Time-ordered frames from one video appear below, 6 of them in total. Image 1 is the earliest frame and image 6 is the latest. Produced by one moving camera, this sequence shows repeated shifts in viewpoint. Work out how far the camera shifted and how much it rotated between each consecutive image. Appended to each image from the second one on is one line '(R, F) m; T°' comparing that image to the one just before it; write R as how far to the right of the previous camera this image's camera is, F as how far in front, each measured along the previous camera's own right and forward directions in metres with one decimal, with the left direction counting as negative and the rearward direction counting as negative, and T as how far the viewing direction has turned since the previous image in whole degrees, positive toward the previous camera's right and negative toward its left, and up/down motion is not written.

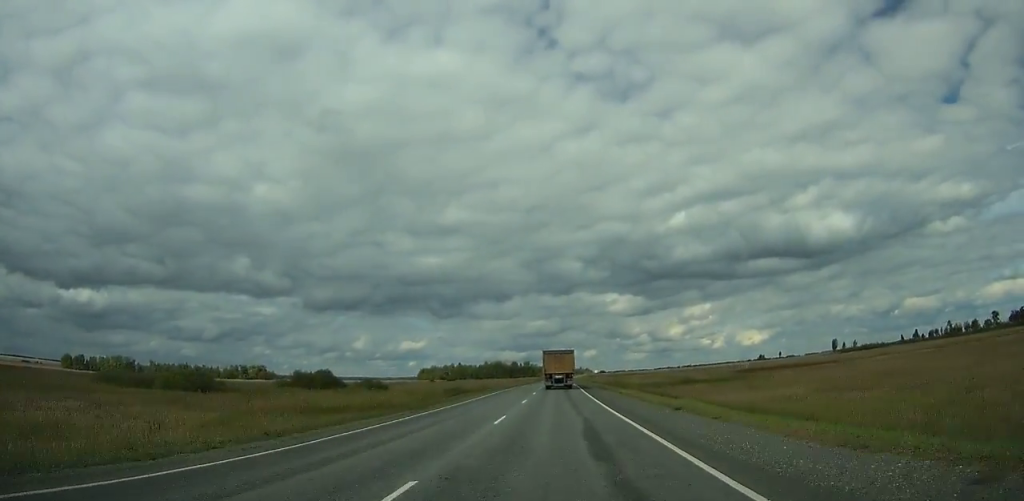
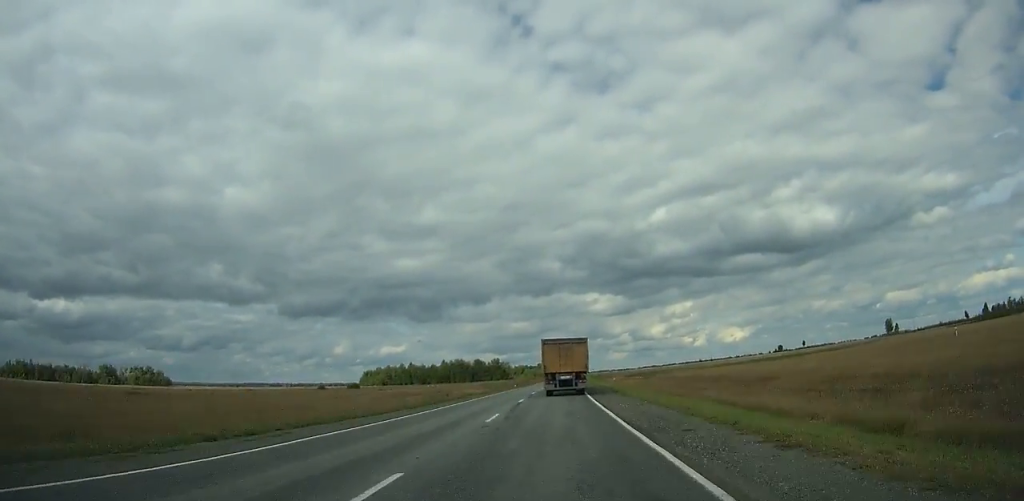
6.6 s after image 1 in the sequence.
(+2.2, +152.4) m; +2°
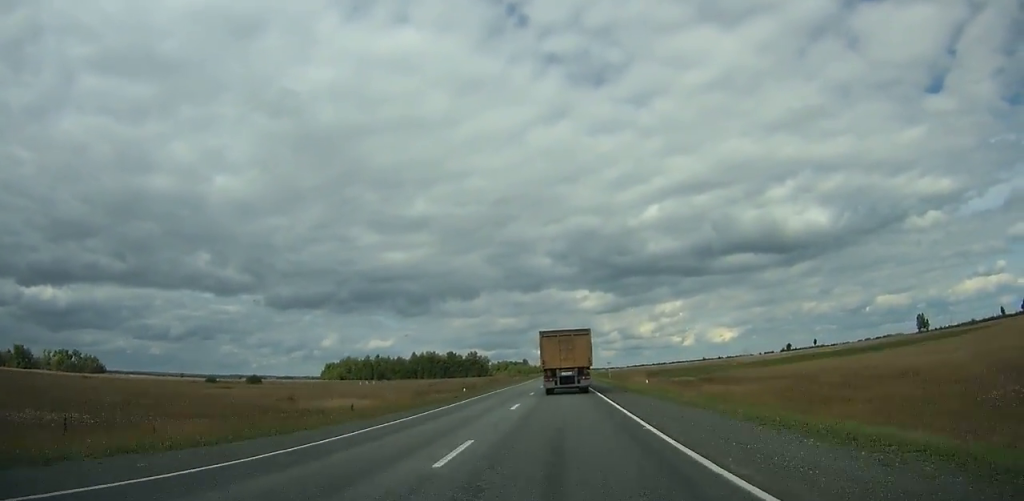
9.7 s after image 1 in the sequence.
(+0.6, +69.7) m; +1°
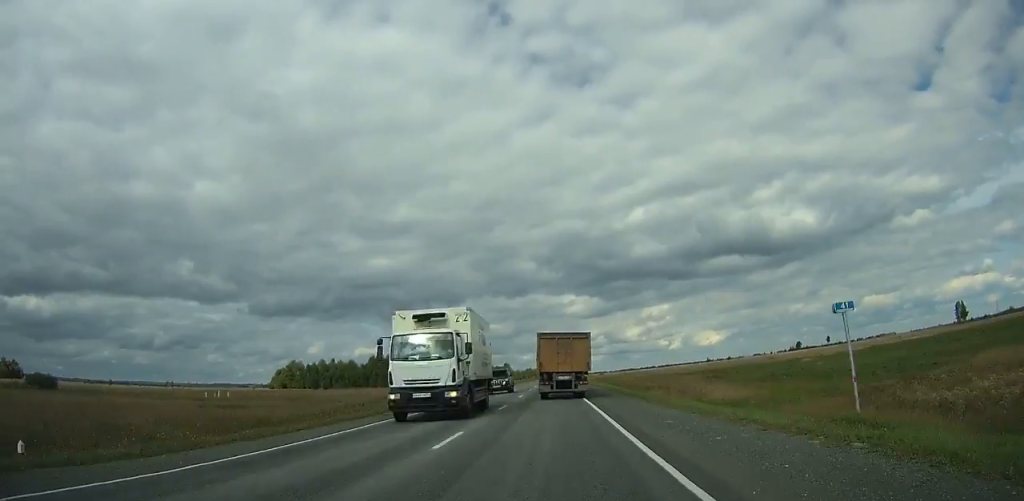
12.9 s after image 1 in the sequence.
(+0.9, +70.3) m; +1°
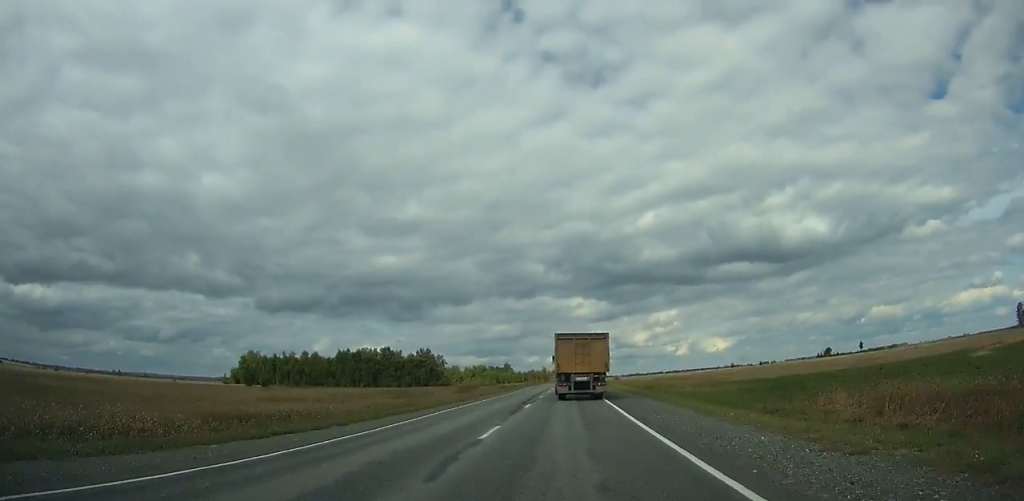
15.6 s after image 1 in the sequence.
(+0.2, +58.3) m; 0°
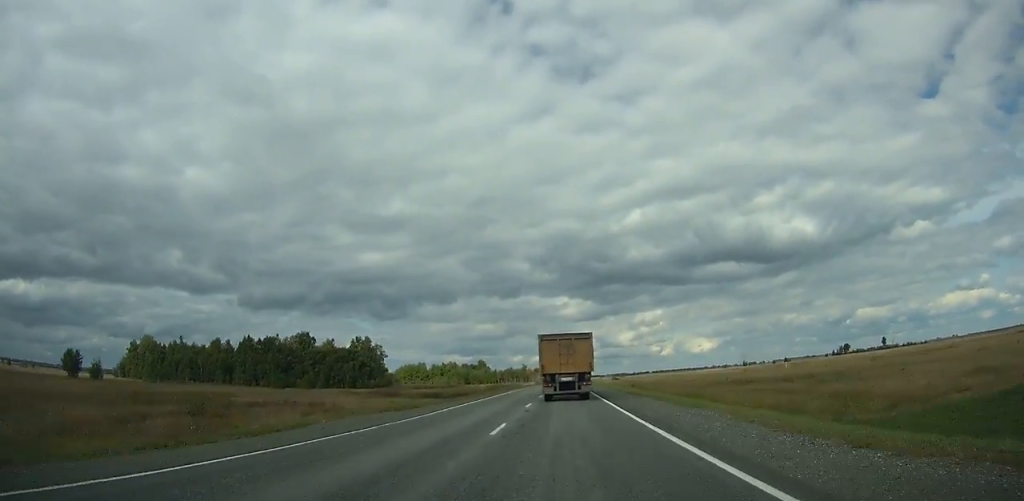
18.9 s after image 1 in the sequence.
(+0.3, +70.9) m; +1°
